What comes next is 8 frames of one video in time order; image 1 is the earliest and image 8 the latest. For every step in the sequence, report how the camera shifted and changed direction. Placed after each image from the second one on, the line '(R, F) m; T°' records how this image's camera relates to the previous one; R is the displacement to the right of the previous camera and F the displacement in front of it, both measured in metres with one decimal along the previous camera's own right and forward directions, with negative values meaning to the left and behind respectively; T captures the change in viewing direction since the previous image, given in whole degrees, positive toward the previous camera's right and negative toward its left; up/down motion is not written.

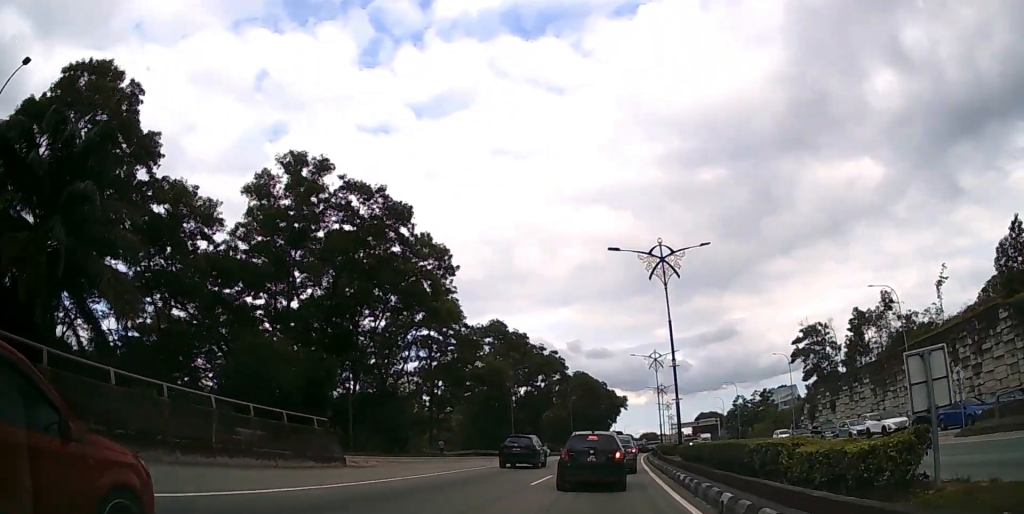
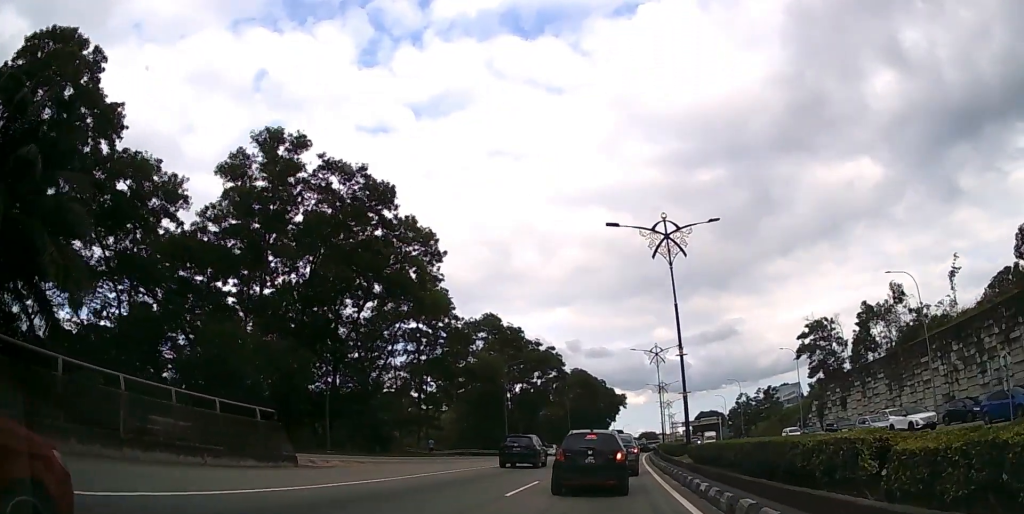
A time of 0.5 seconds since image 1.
(0.0, +3.9) m; 0°
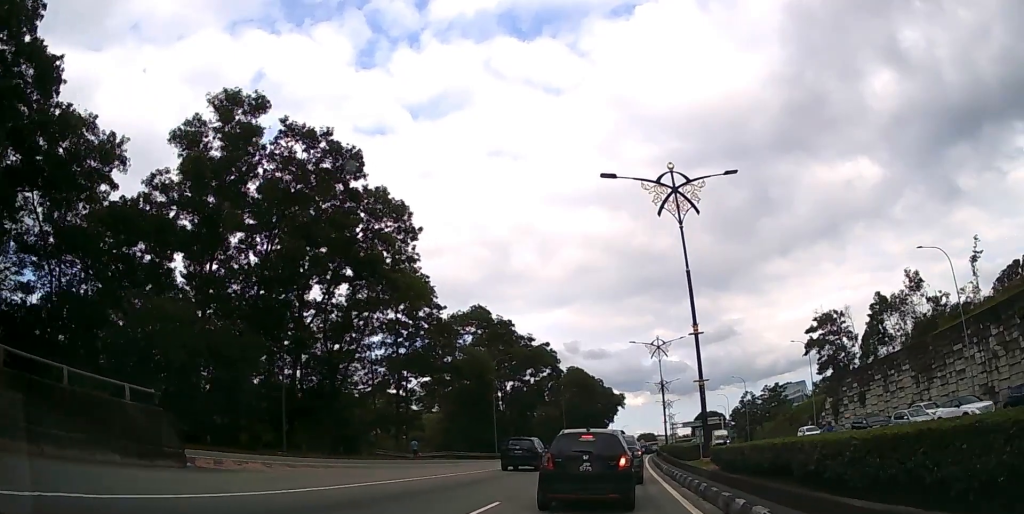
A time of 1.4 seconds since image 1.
(0.0, +5.8) m; 0°
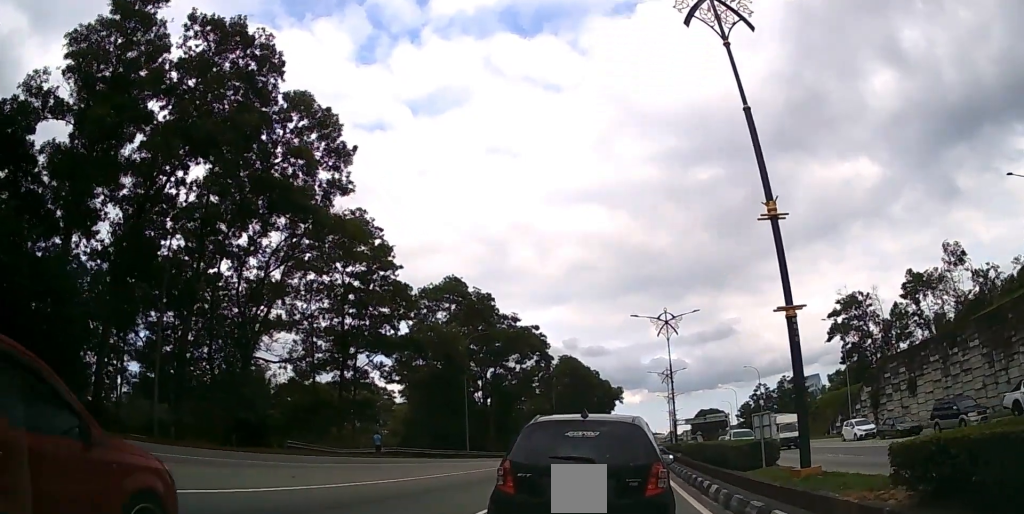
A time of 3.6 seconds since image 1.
(+0.1, +12.9) m; +1°
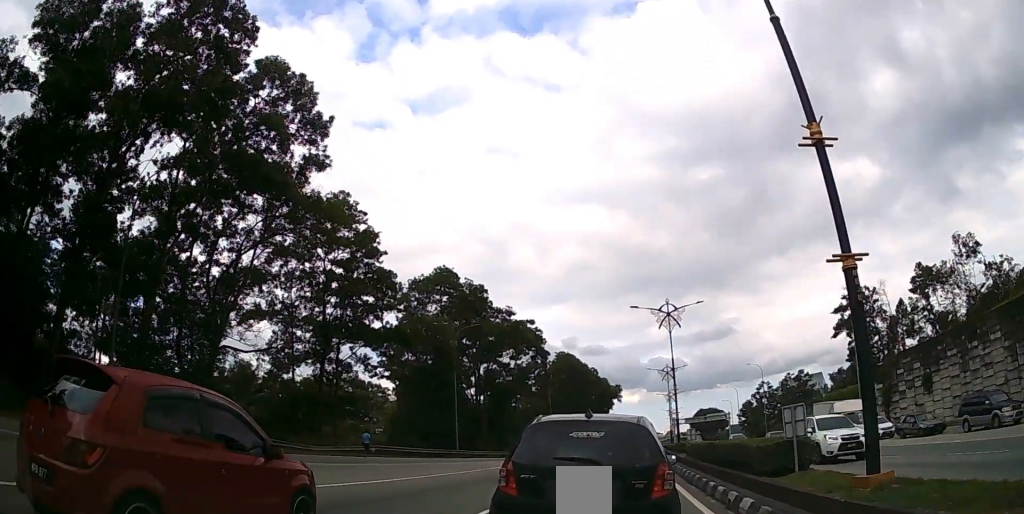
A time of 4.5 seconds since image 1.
(0.0, +3.2) m; -1°
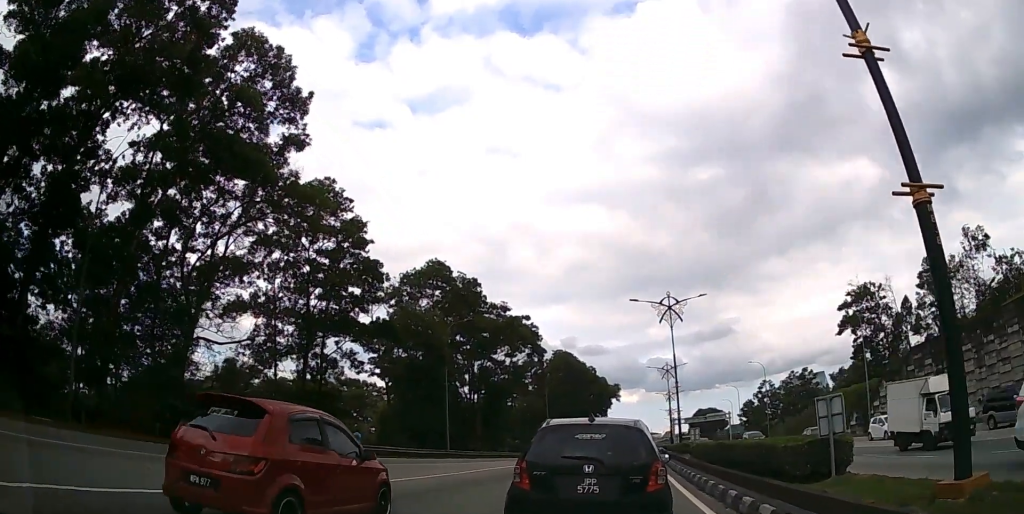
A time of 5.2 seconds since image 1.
(-0.1, +2.3) m; 0°
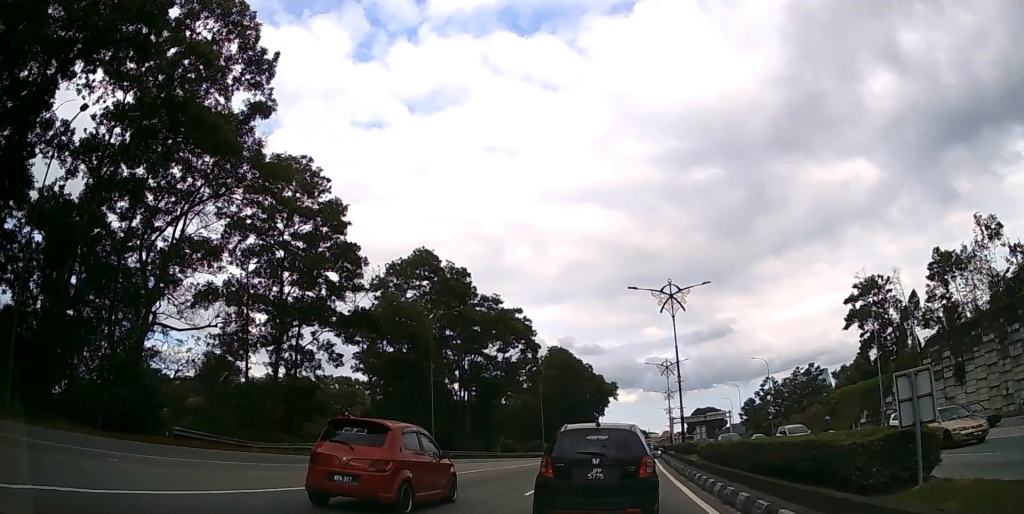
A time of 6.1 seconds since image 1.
(+0.1, +3.3) m; +2°
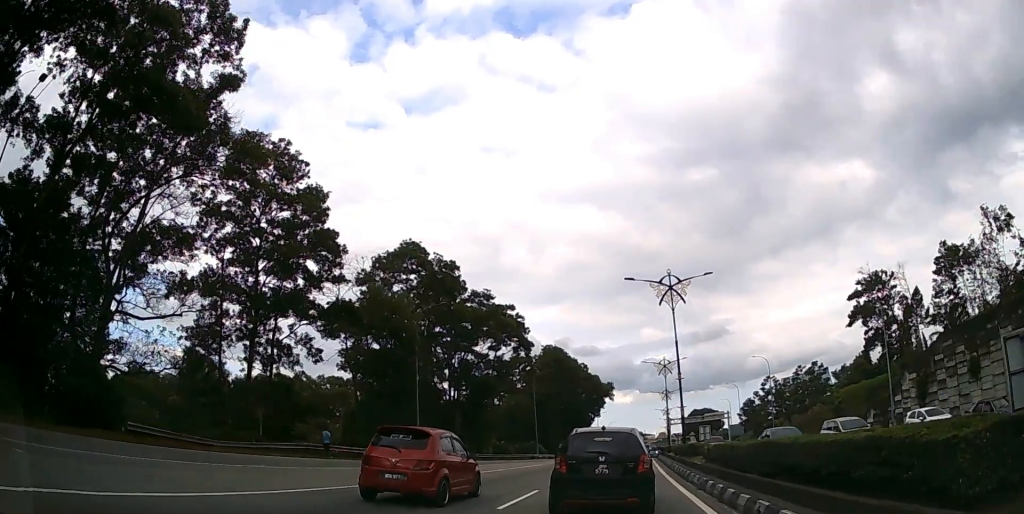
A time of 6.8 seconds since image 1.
(0.0, +2.5) m; +1°
